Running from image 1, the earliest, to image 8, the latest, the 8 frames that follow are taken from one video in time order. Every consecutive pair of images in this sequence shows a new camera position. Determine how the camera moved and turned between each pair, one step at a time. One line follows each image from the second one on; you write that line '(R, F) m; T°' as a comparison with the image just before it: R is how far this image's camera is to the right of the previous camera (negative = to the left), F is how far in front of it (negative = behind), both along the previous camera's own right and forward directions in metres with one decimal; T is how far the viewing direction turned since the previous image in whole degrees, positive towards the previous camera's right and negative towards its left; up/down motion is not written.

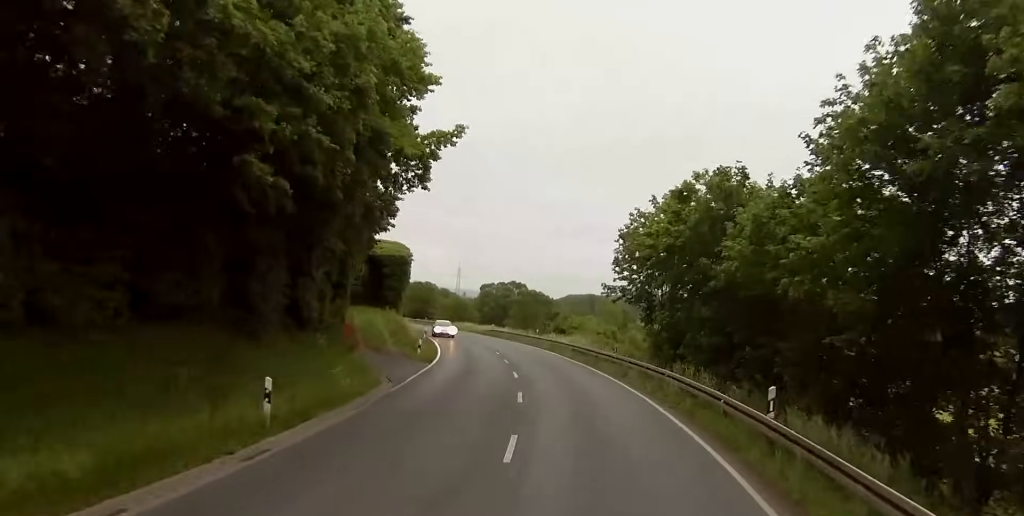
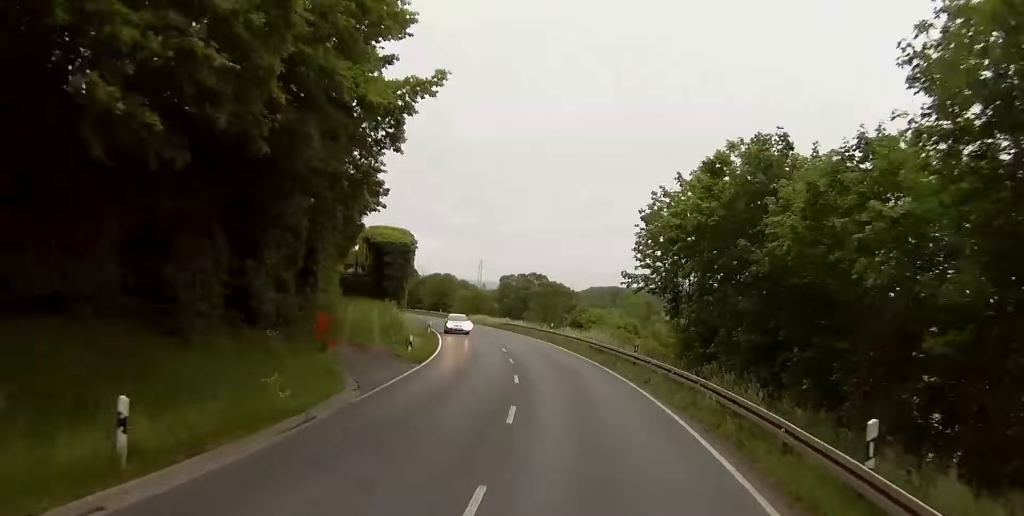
(-0.3, +5.4) m; -1°
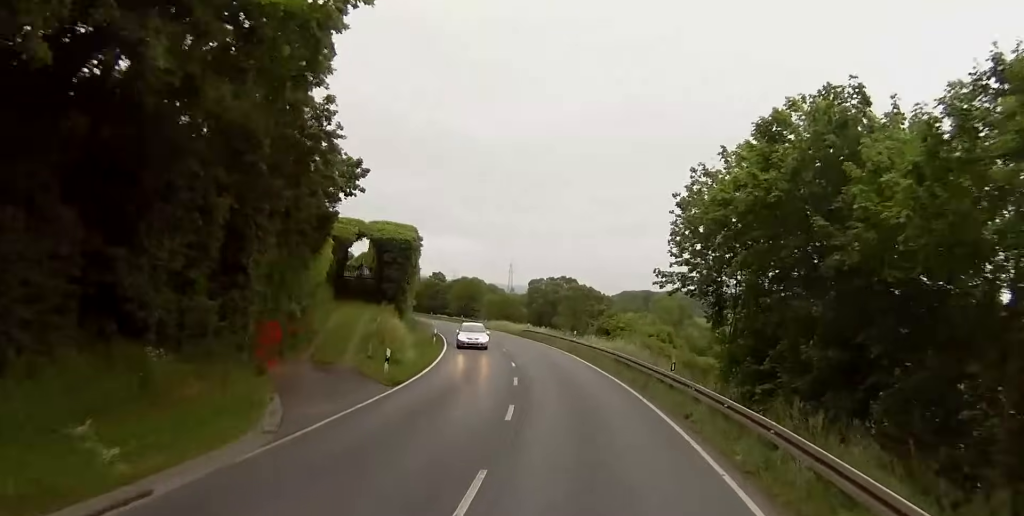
(-0.2, +7.2) m; -2°
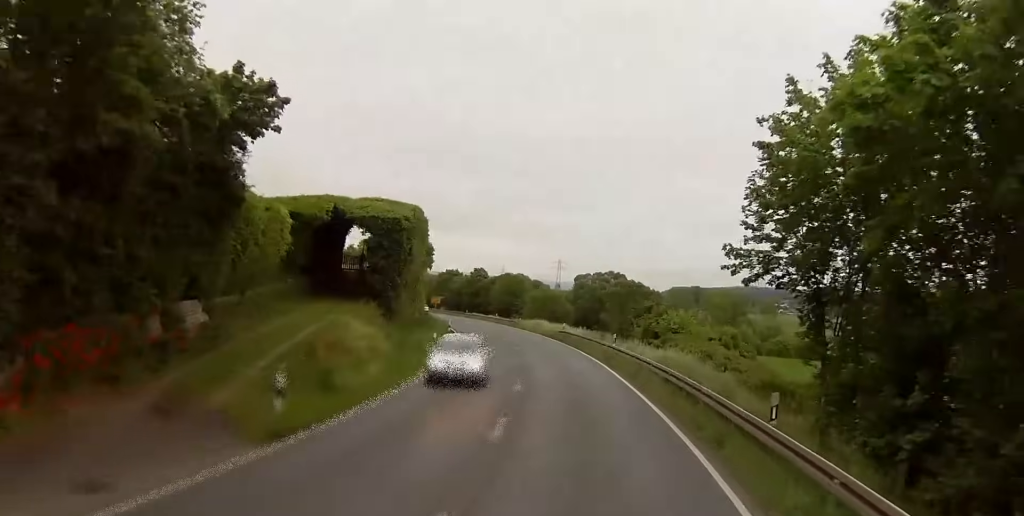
(-0.1, +11.6) m; -1°
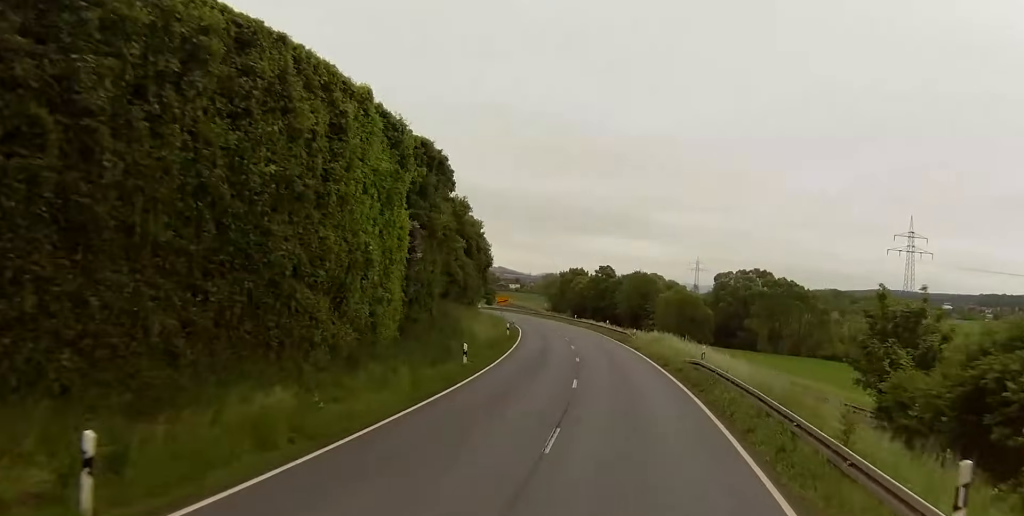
(-2.3, +33.4) m; -8°
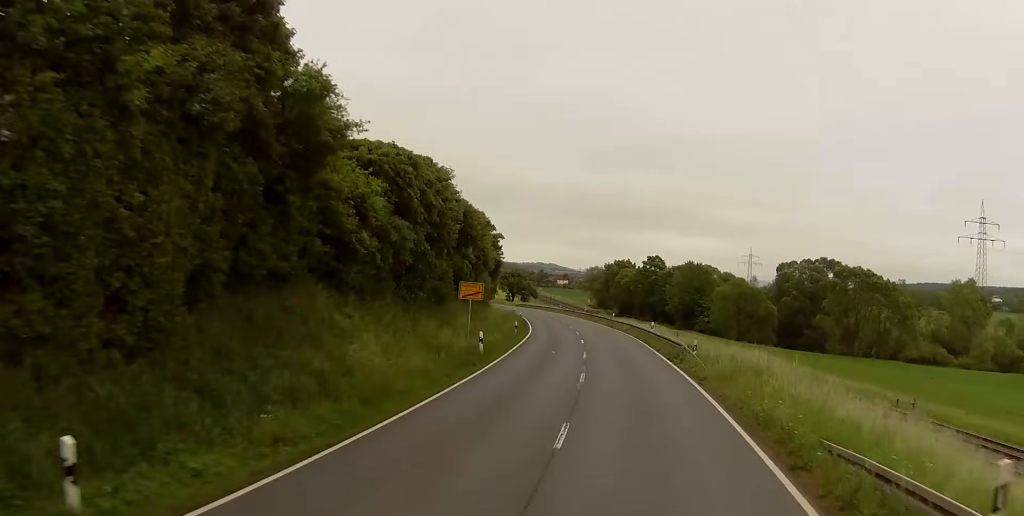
(-0.8, +24.3) m; -4°
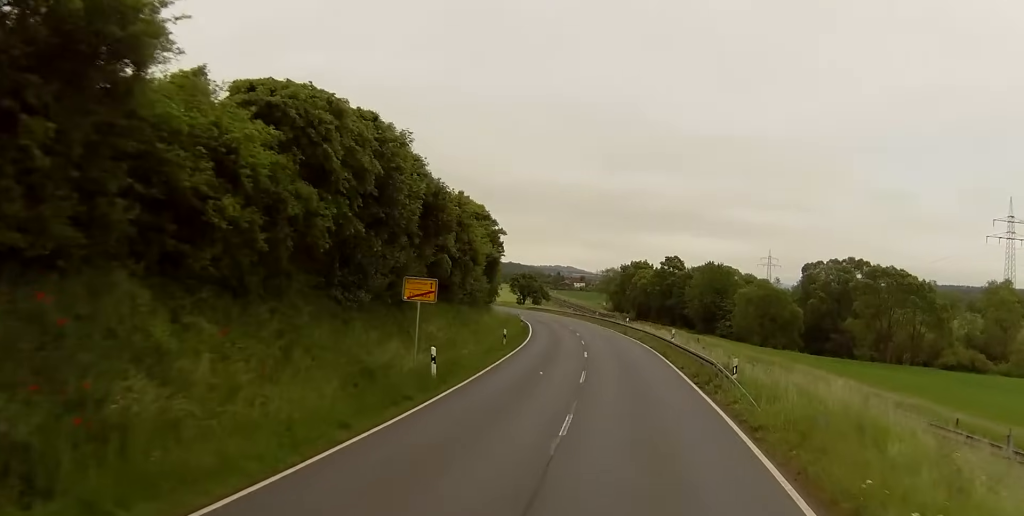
(-0.1, +10.2) m; -1°
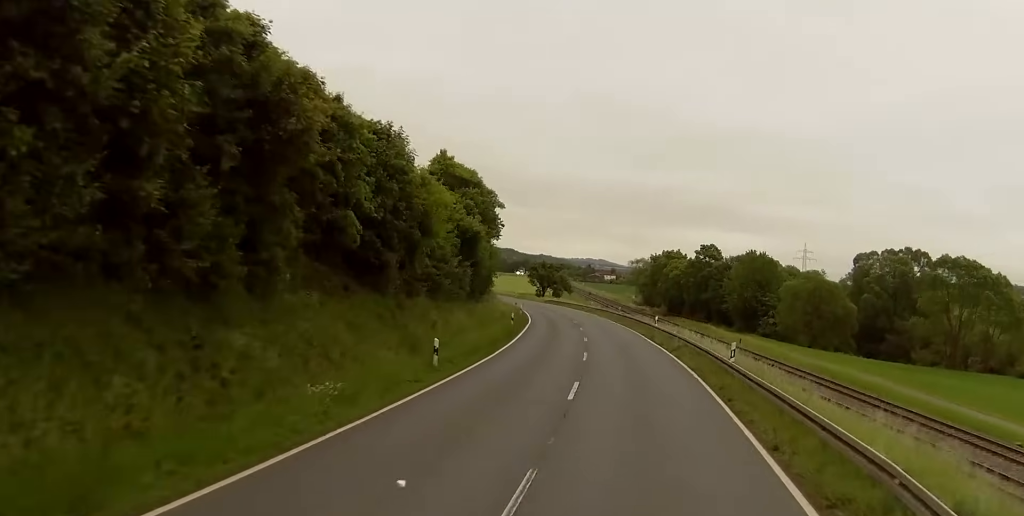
(-0.4, +18.8) m; -3°
